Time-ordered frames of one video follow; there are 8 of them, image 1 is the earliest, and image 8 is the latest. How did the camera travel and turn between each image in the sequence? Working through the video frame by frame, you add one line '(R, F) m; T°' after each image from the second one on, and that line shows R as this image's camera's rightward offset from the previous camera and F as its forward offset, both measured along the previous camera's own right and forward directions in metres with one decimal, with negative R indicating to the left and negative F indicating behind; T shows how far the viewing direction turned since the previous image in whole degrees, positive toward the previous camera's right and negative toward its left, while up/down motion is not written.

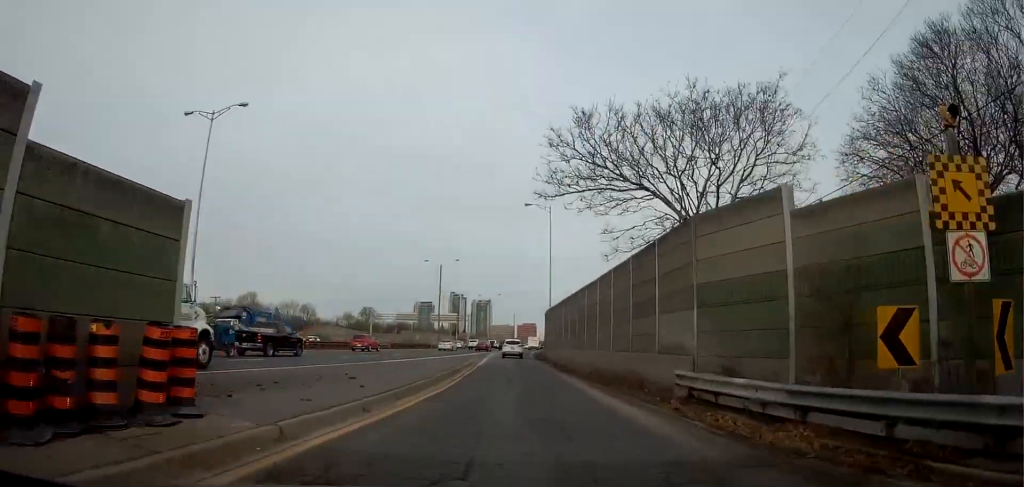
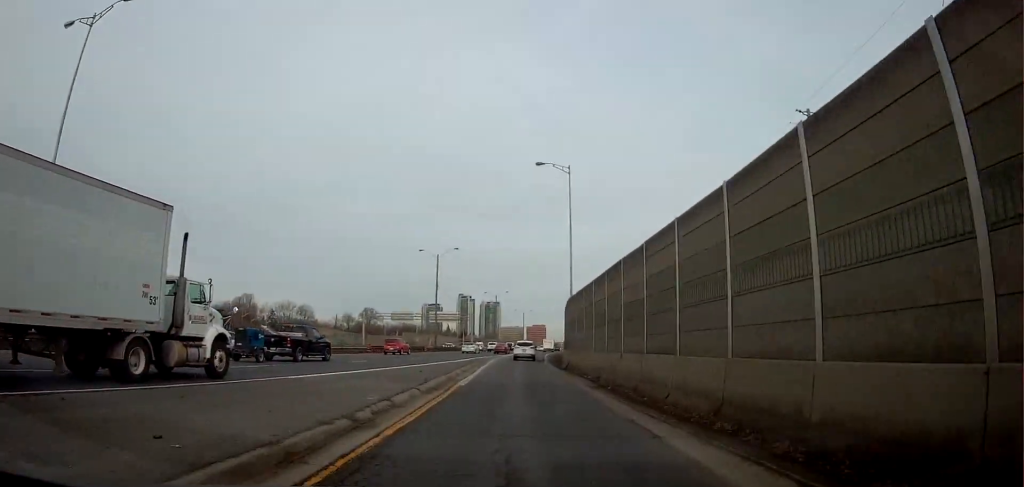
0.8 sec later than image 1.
(0.0, +15.3) m; 0°
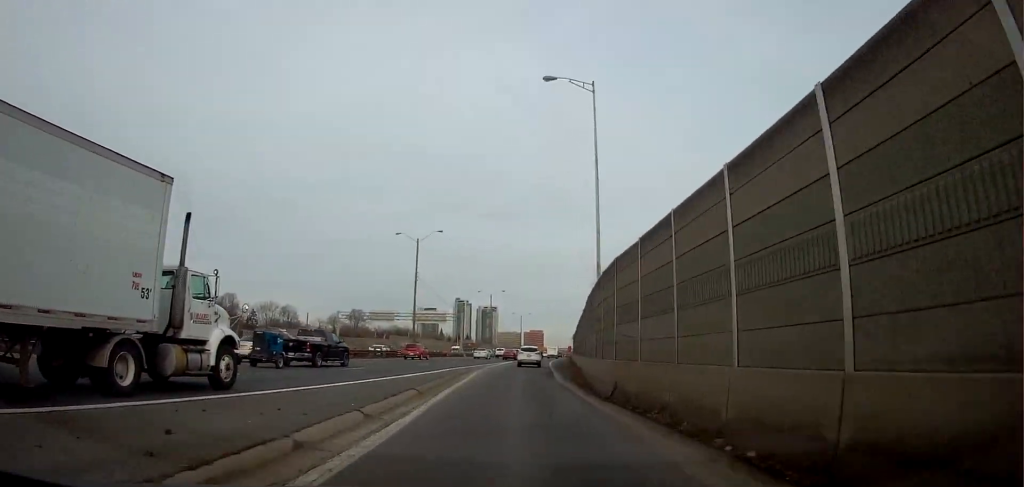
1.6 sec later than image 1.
(0.0, +17.1) m; -1°
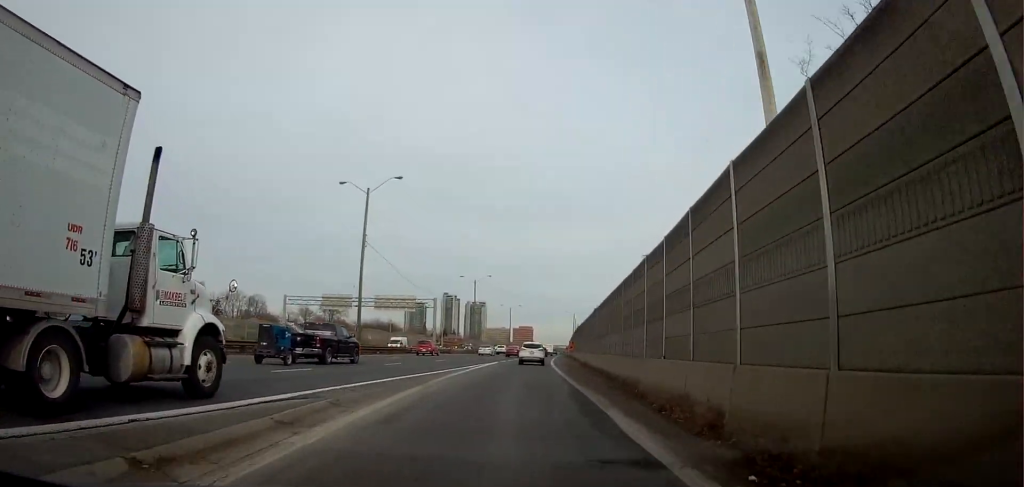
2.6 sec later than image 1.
(-0.2, +22.1) m; 0°
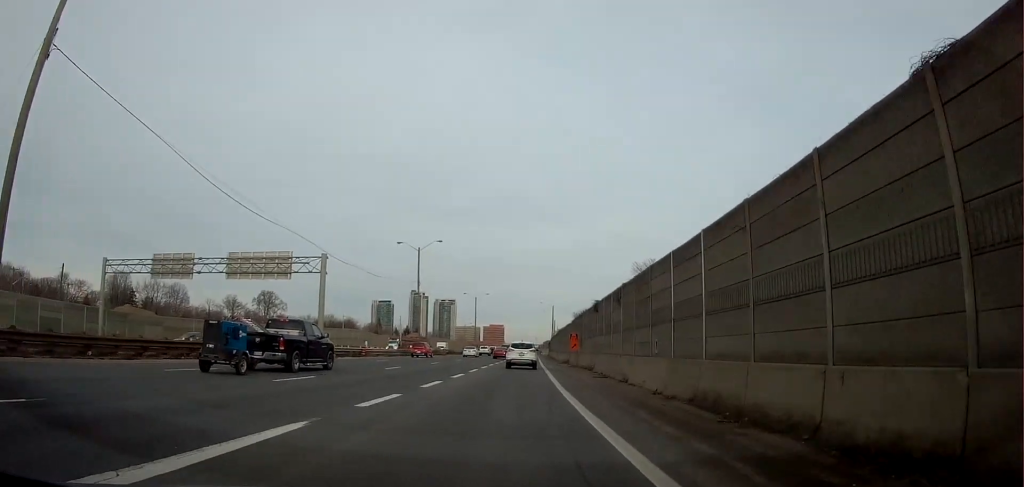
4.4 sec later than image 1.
(+1.2, +38.9) m; +3°
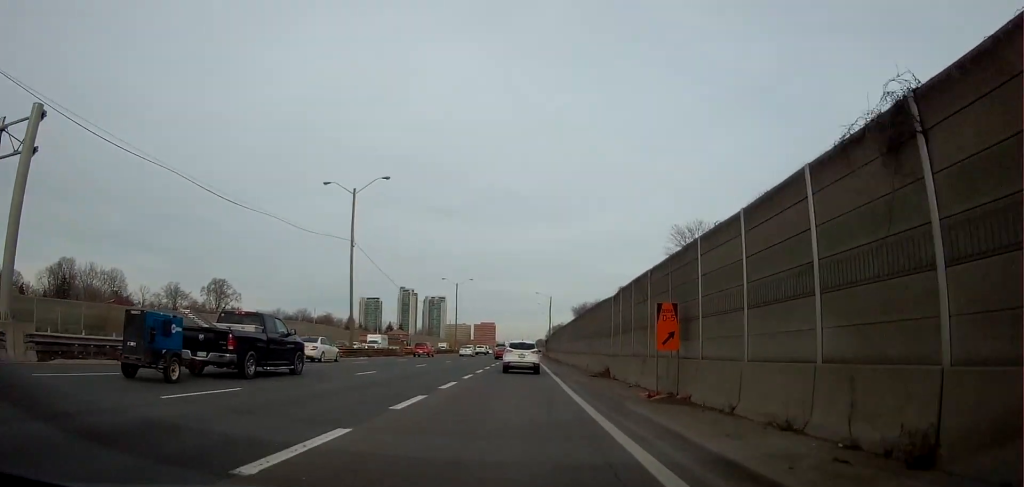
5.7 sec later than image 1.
(+0.3, +30.5) m; +1°
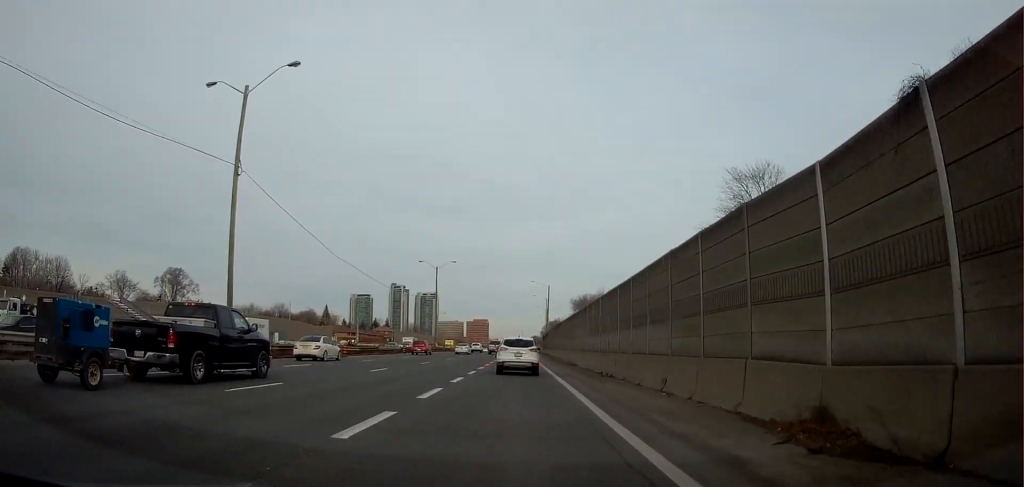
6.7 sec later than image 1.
(-0.1, +22.0) m; +1°
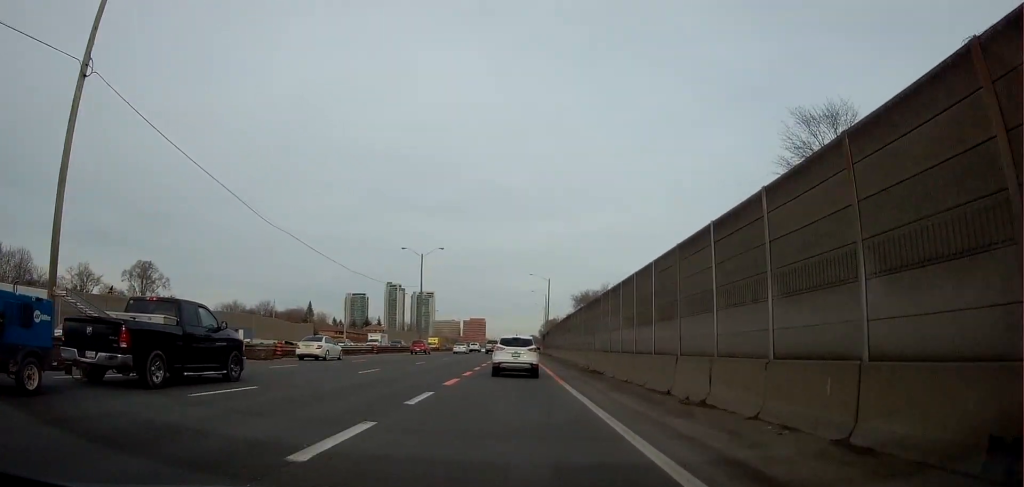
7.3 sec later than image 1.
(+0.3, +13.6) m; 0°
